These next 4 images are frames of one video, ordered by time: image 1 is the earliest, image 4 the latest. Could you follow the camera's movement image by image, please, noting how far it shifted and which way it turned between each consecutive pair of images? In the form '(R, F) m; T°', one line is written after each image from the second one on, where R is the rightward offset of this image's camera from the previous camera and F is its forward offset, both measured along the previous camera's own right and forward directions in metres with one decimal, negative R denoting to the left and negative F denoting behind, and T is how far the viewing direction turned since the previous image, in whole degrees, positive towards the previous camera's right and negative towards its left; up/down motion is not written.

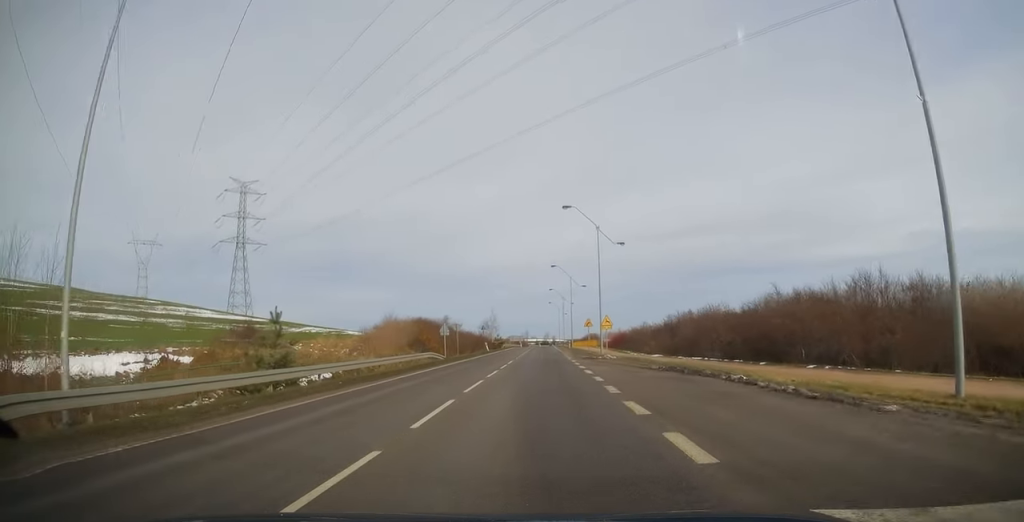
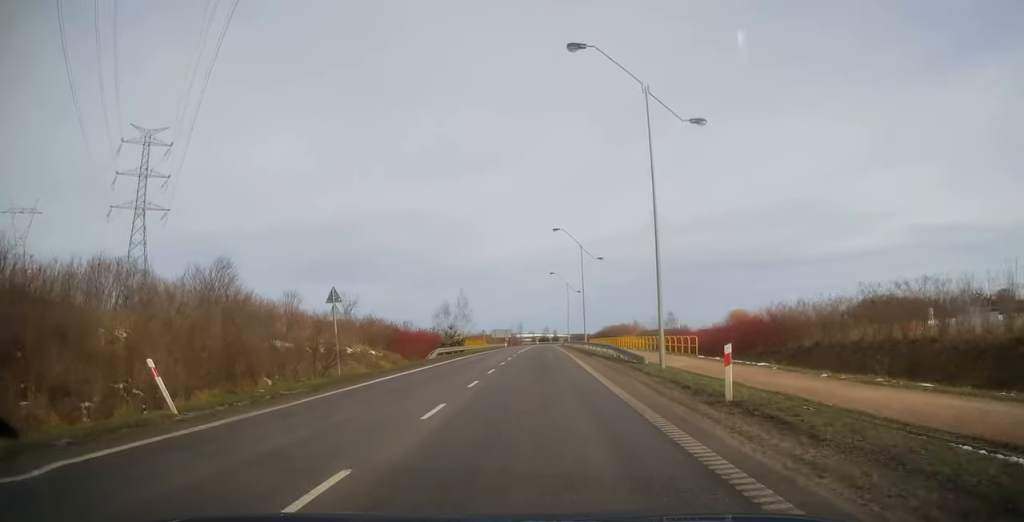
(+0.4, +66.7) m; +1°
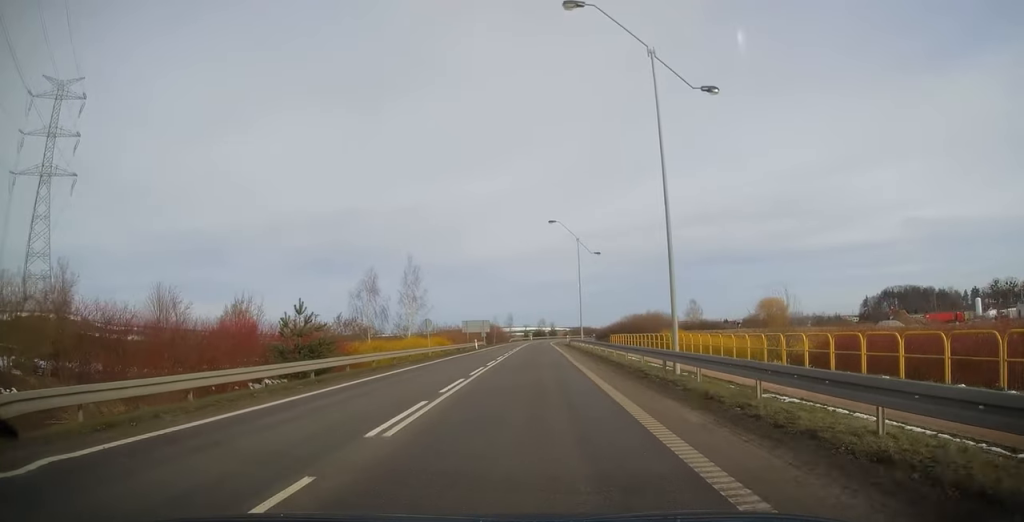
(-0.5, +41.9) m; -1°
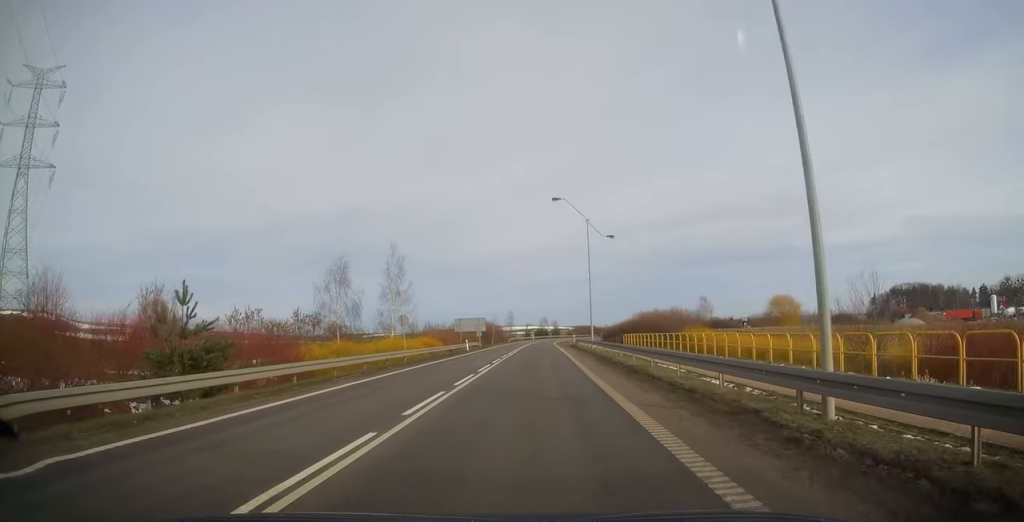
(+0.2, +9.8) m; 0°
